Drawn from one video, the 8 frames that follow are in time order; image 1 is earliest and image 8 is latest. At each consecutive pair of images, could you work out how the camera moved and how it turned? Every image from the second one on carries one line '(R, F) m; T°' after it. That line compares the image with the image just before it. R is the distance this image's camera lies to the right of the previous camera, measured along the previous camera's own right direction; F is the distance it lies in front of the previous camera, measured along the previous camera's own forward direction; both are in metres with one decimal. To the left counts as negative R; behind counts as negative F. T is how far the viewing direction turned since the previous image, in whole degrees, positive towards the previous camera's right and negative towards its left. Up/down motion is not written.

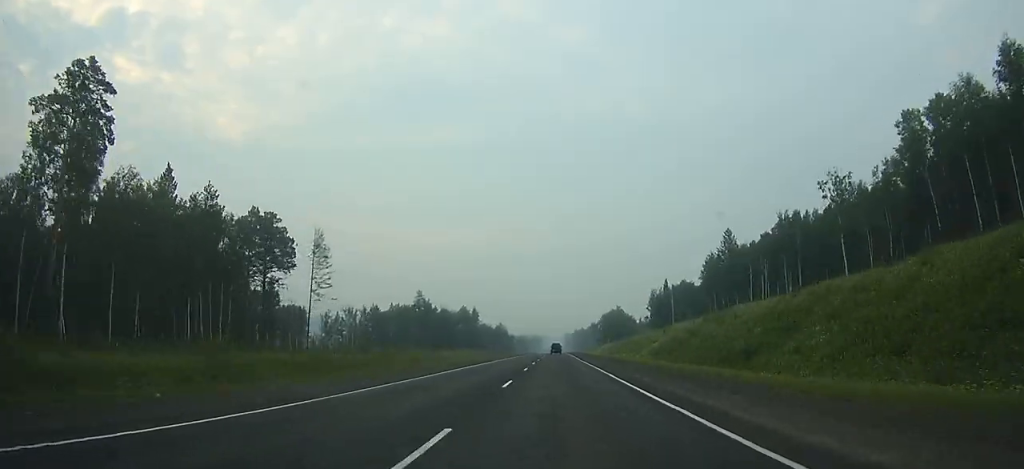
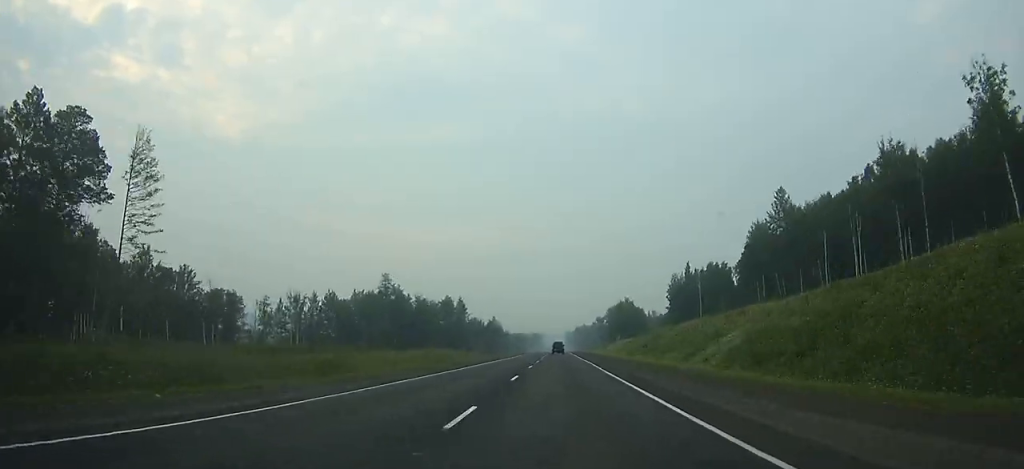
(+0.1, +44.7) m; 0°
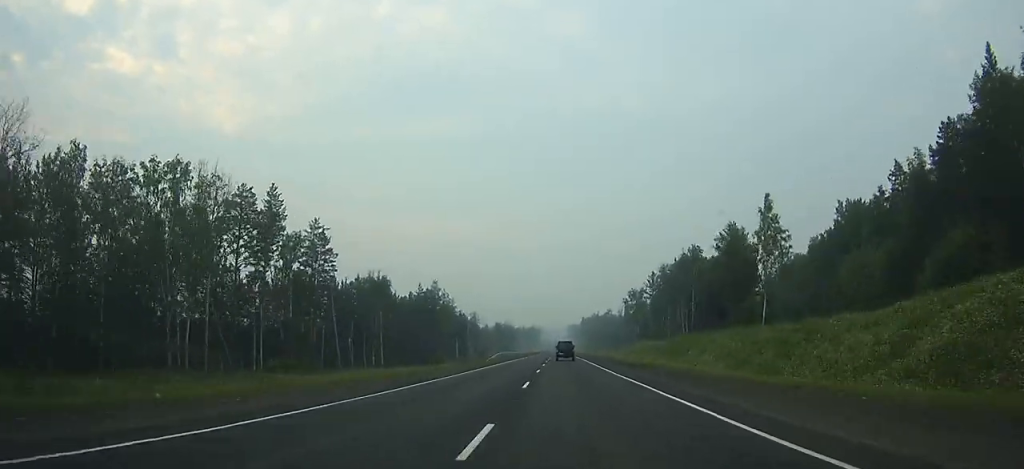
(+0.1, +174.2) m; 0°
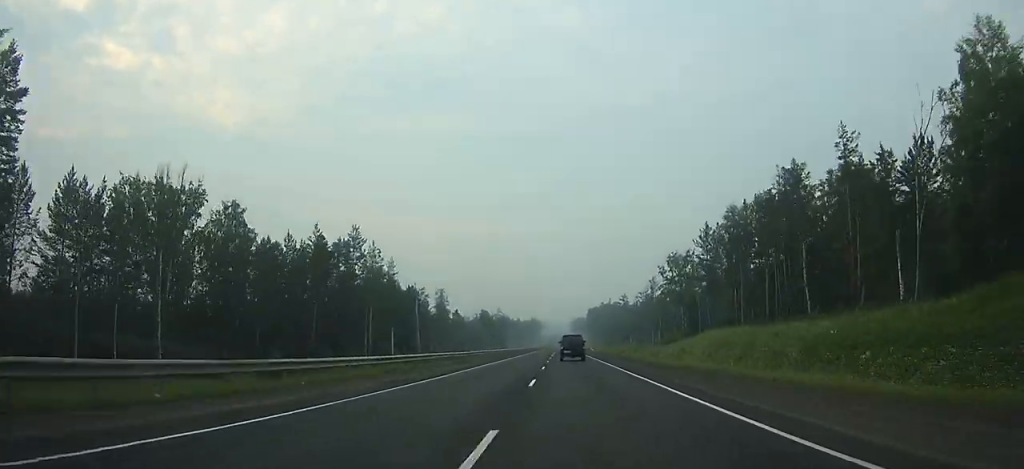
(-0.1, +70.2) m; 0°
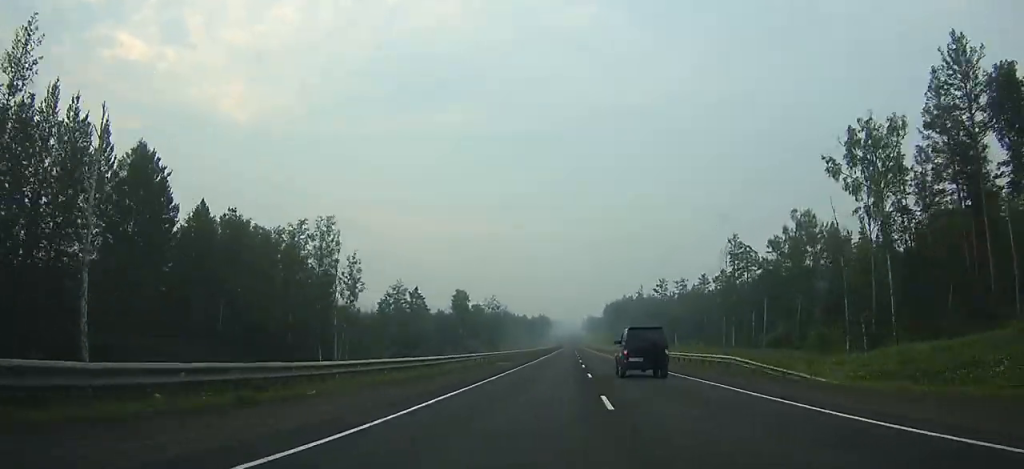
(-0.5, +86.6) m; 0°
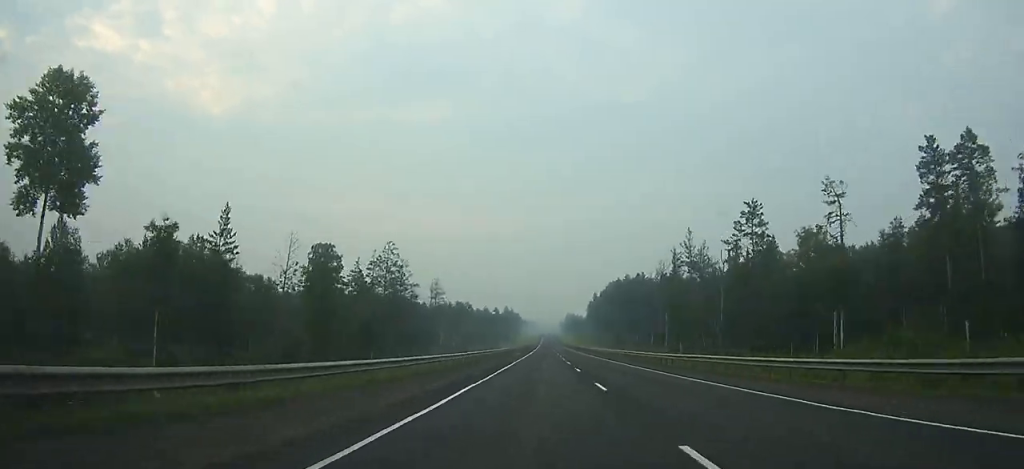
(+1.2, +141.1) m; +1°
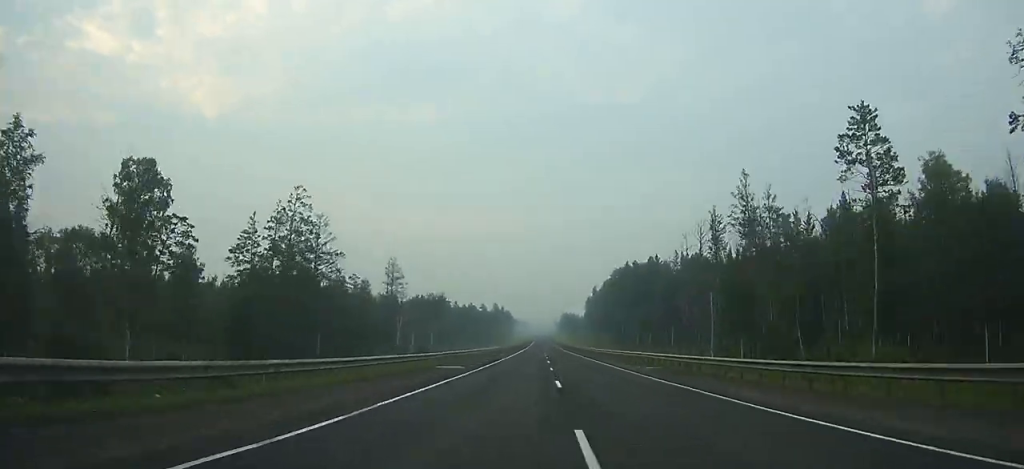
(+0.5, +45.5) m; 0°
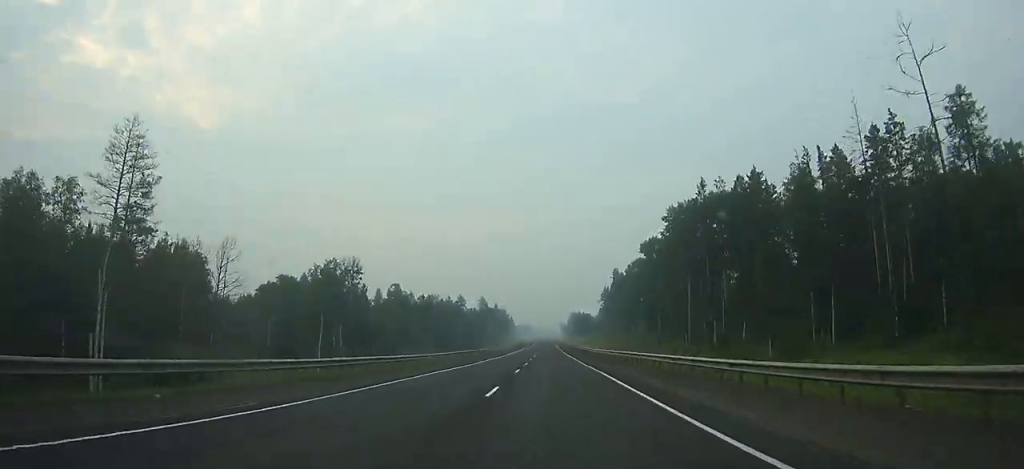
(+0.2, +98.7) m; 0°
